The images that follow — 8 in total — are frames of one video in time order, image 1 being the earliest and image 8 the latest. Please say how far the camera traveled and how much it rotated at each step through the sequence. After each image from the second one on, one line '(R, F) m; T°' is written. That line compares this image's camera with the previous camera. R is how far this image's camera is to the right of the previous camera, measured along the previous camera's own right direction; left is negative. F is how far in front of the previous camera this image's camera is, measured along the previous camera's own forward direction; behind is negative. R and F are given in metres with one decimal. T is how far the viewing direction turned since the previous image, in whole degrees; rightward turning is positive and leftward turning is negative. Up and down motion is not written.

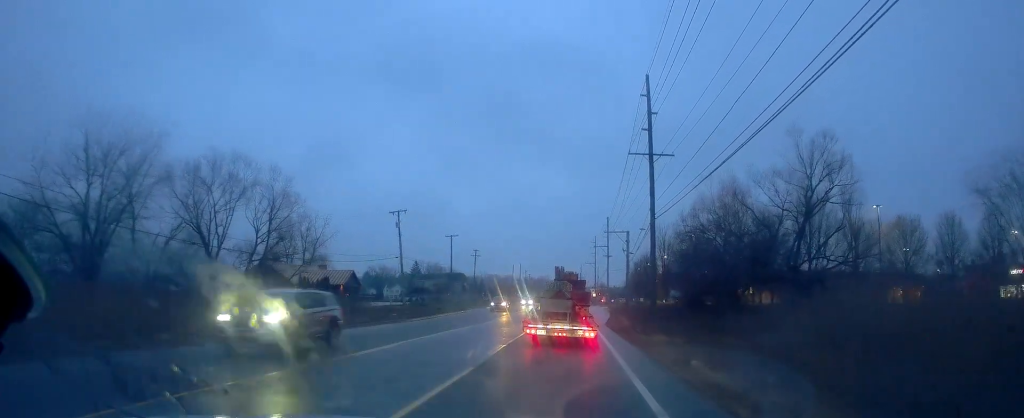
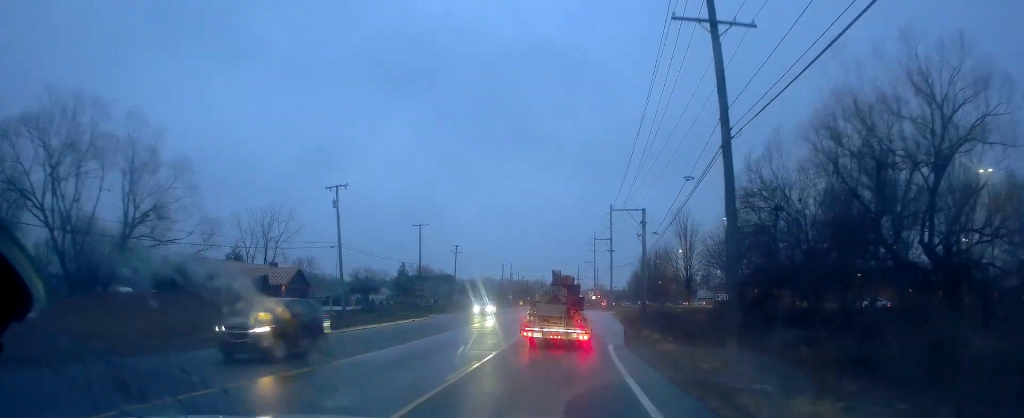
(-0.1, +18.8) m; +3°
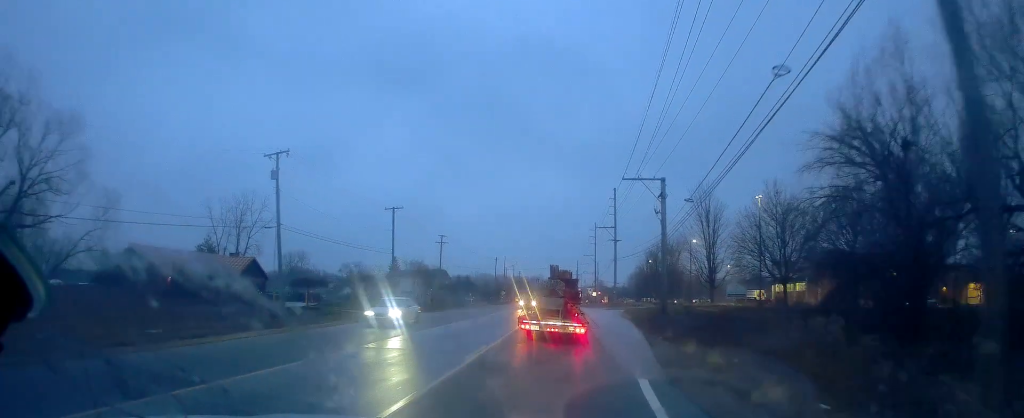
(+0.2, +11.8) m; +1°
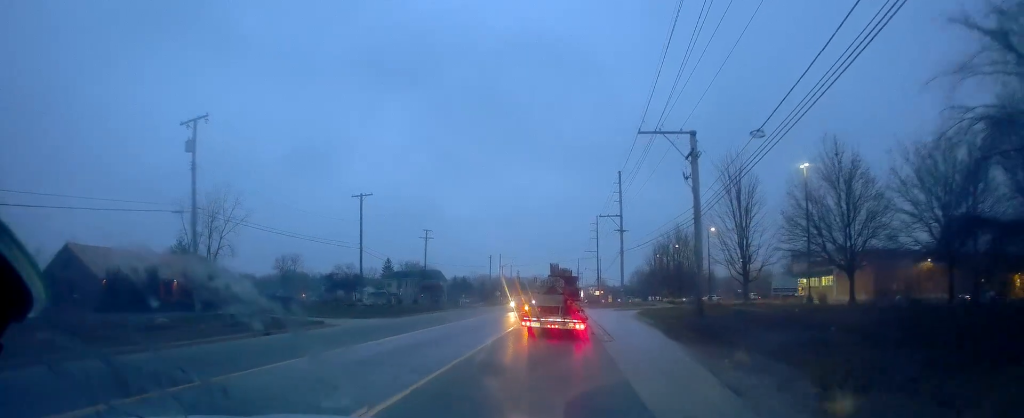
(0.0, +11.1) m; 0°
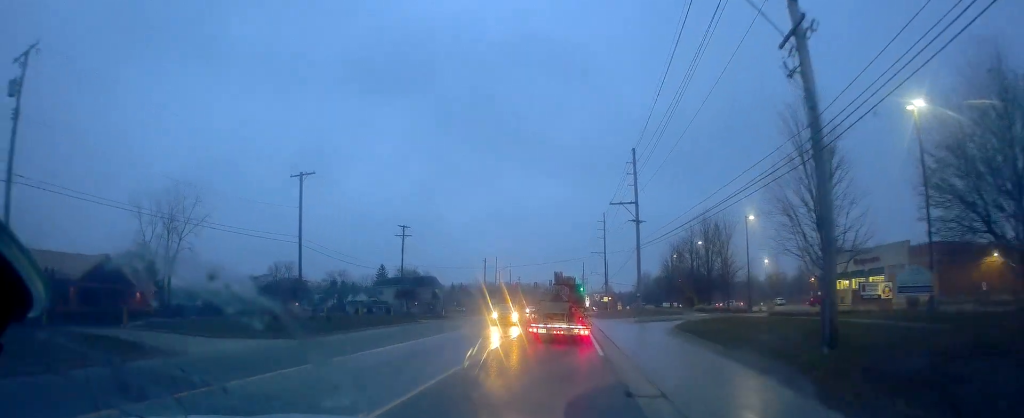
(0.0, +15.4) m; -3°
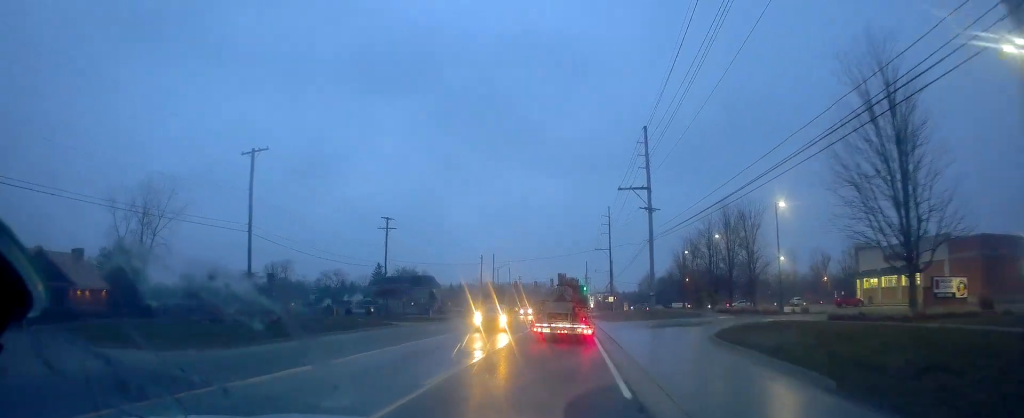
(-0.4, +8.4) m; 0°
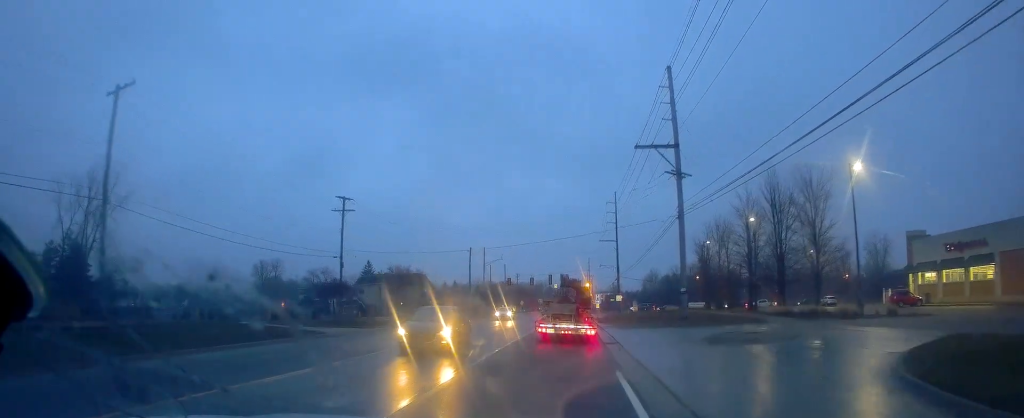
(+0.2, +14.3) m; +2°
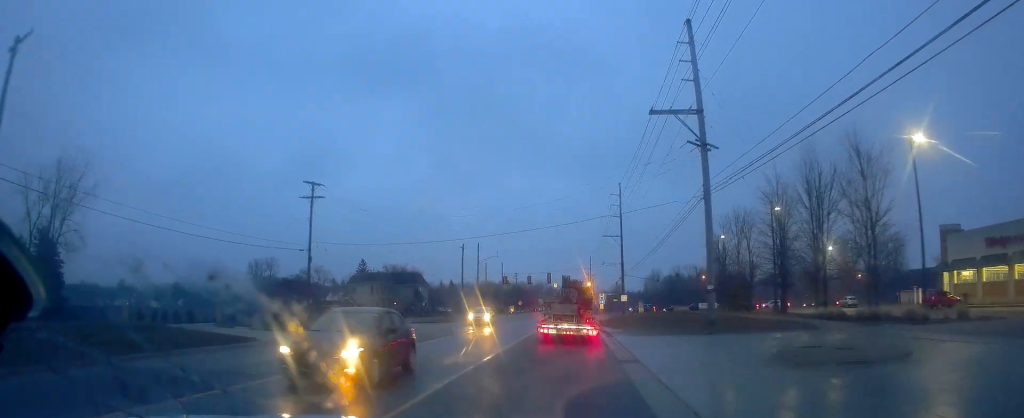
(+0.1, +7.4) m; +1°
